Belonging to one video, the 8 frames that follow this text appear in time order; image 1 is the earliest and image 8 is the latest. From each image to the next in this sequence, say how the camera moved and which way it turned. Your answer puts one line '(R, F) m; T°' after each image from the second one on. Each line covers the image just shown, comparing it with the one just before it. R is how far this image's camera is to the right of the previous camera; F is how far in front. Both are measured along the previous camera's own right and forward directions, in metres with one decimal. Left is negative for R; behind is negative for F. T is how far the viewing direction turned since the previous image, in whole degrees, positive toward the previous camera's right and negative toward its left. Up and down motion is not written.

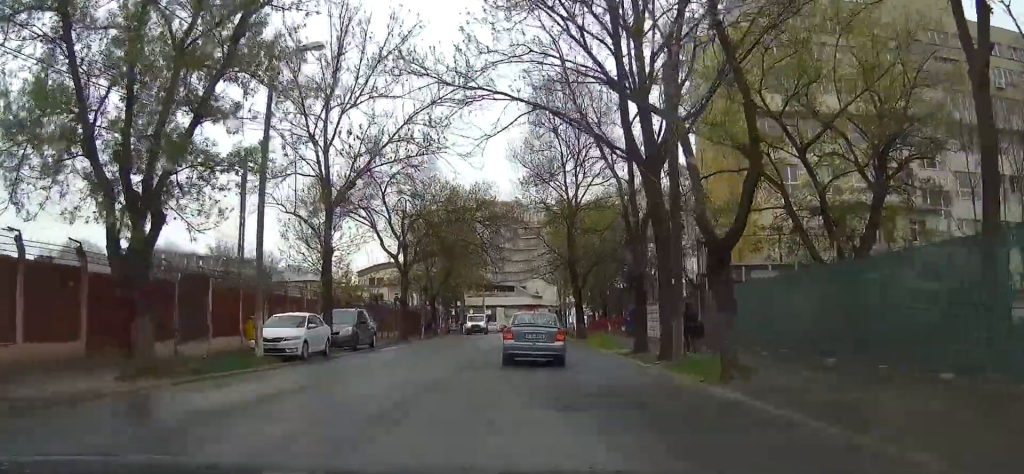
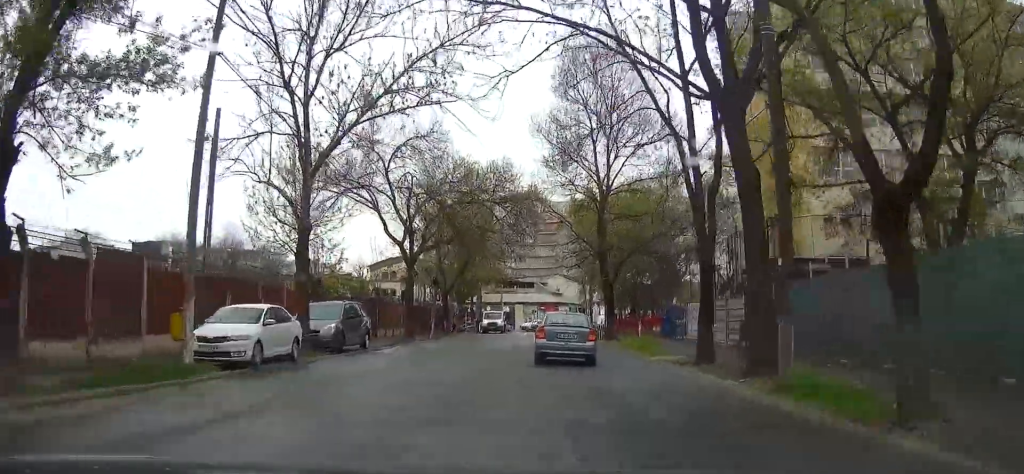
(0.0, +5.9) m; 0°
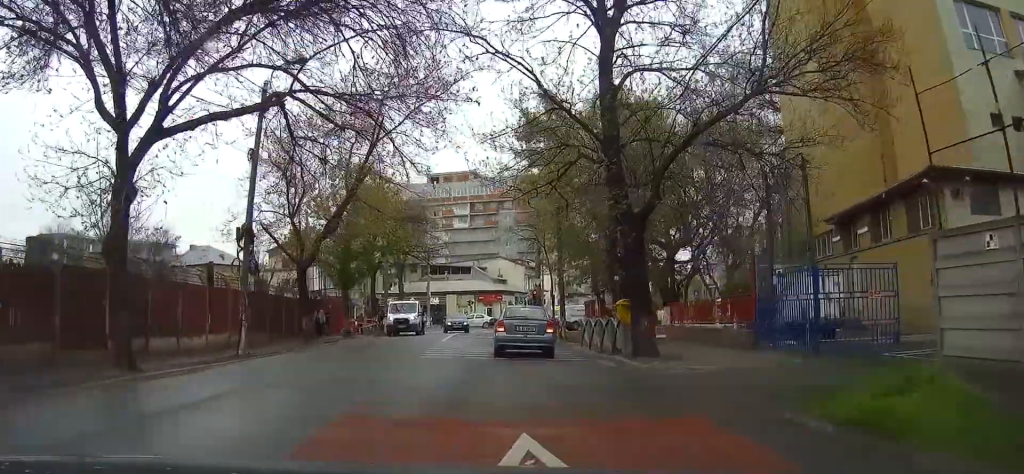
(+0.9, +24.6) m; +4°
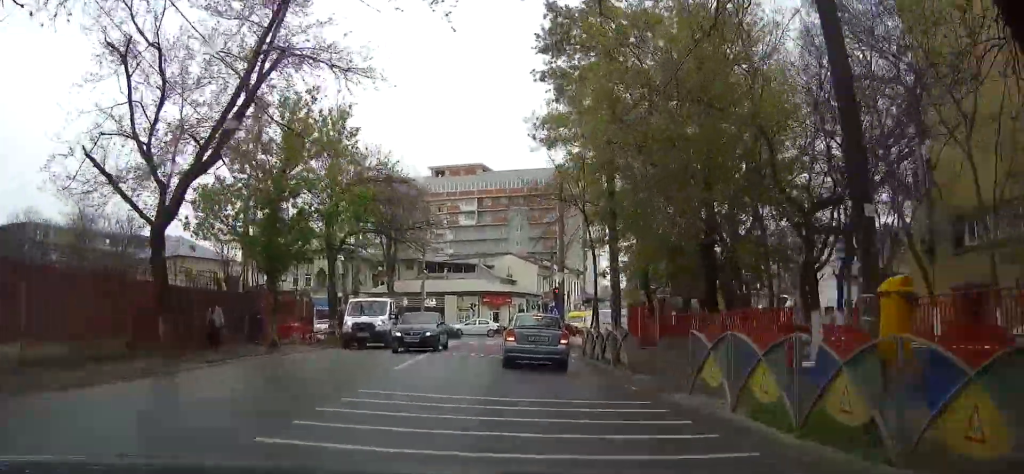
(0.0, +13.7) m; -1°
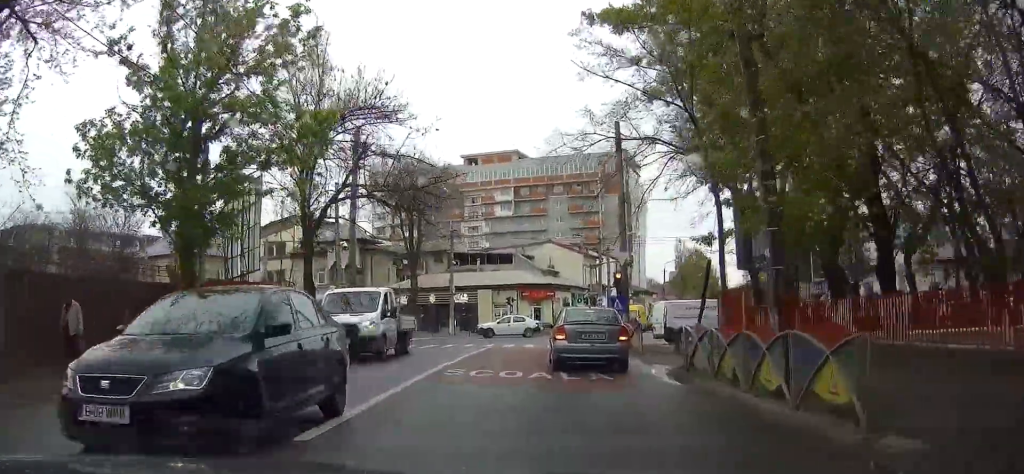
(-0.3, +9.8) m; -2°
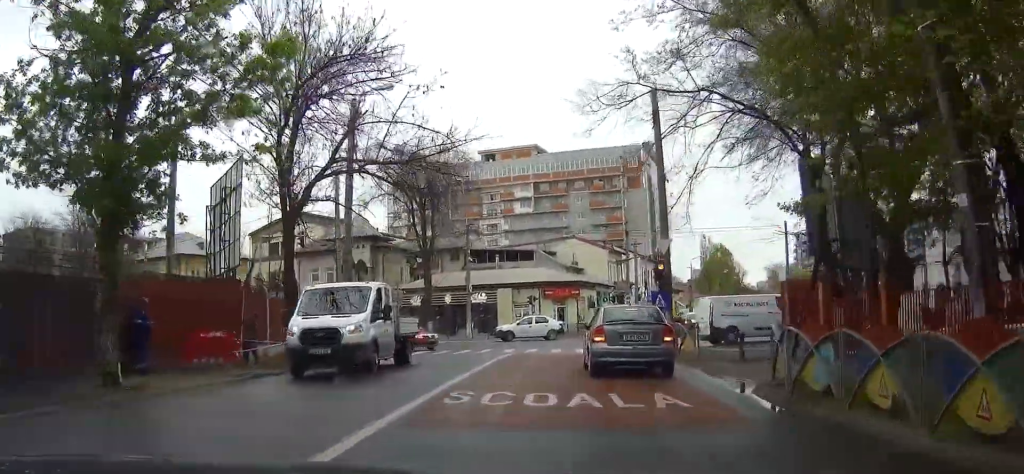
(0.0, +4.6) m; 0°
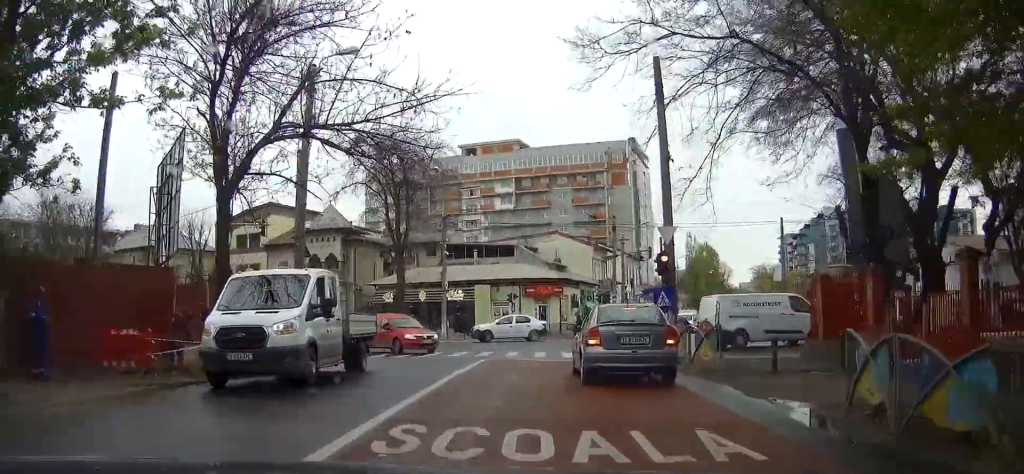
(0.0, +4.0) m; +1°
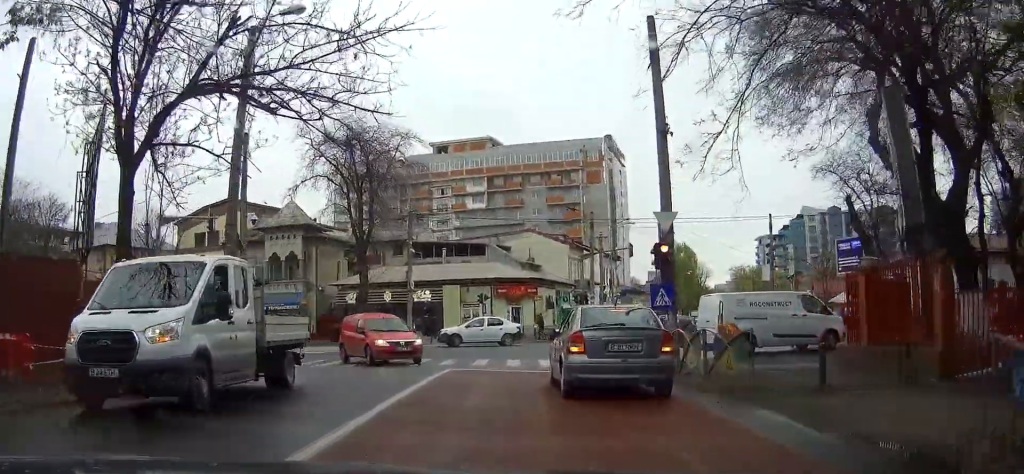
(+0.1, +3.8) m; +1°
